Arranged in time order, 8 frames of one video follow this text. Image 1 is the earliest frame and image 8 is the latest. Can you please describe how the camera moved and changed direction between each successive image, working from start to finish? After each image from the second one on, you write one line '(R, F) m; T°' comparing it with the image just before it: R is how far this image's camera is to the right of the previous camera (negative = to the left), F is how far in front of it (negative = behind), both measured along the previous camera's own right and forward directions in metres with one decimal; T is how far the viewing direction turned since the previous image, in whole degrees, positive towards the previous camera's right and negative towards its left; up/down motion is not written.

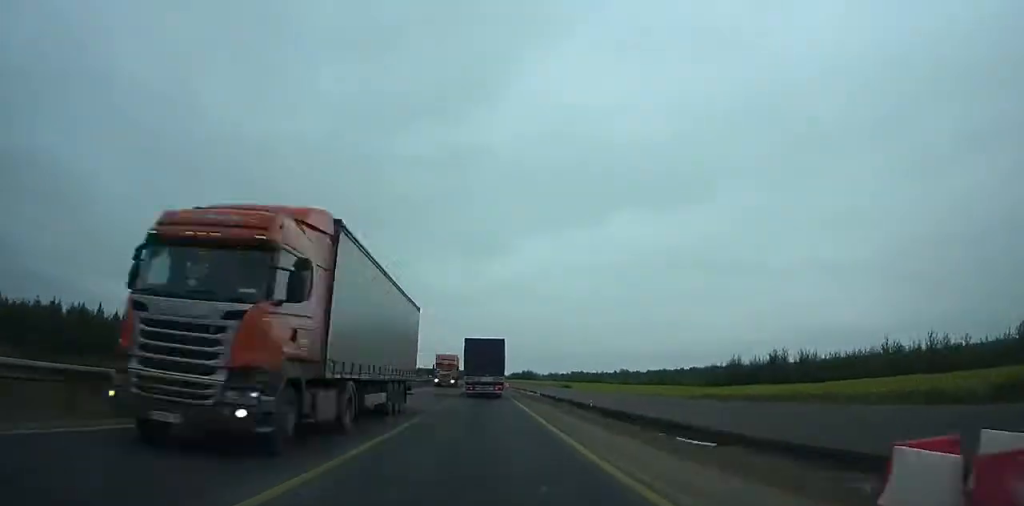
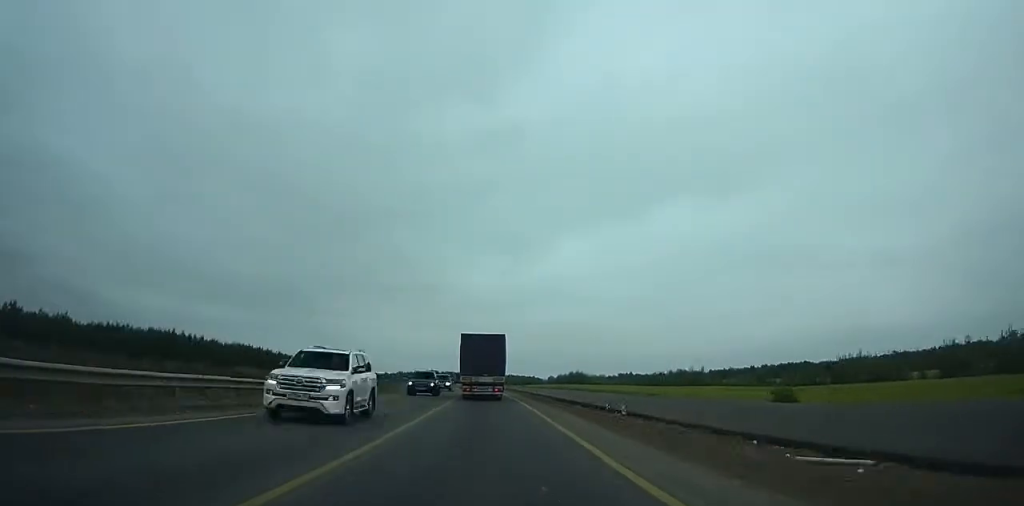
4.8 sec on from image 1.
(-2.9, +105.7) m; -3°
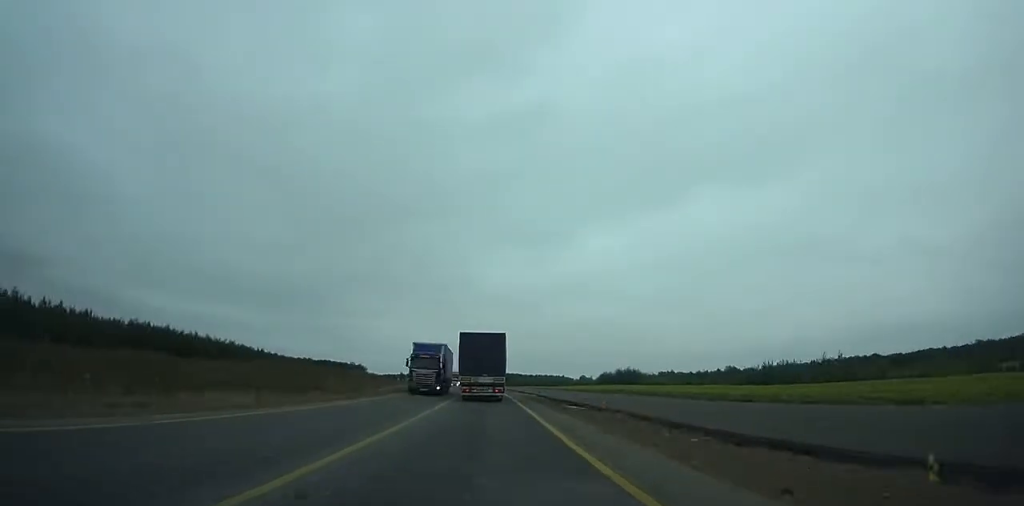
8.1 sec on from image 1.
(-1.4, +71.0) m; -2°
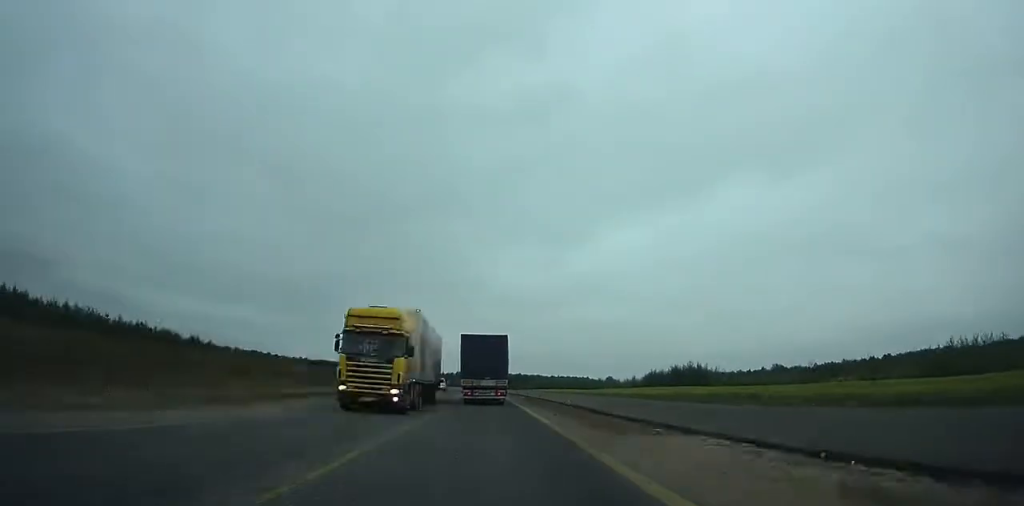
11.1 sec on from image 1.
(-1.2, +63.6) m; -2°
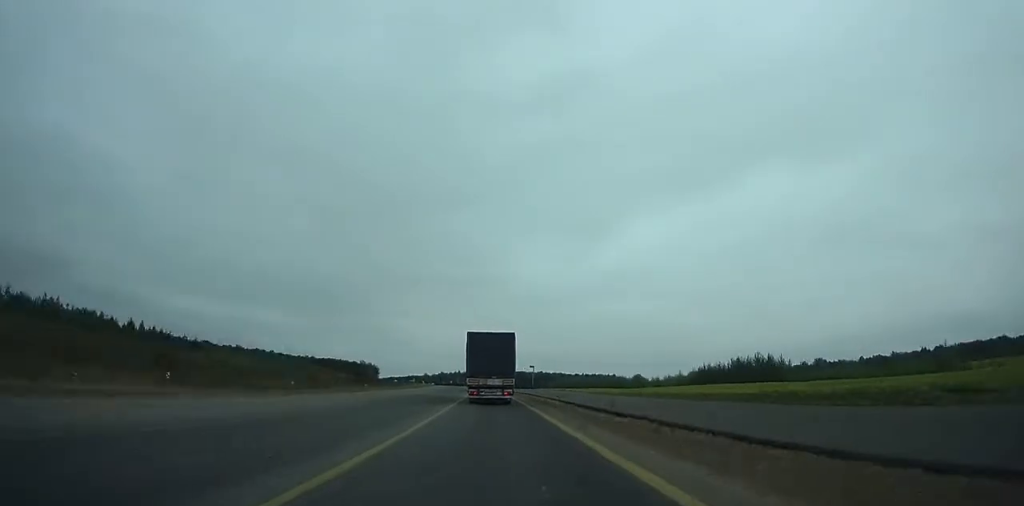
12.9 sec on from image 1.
(-0.3, +37.9) m; -1°
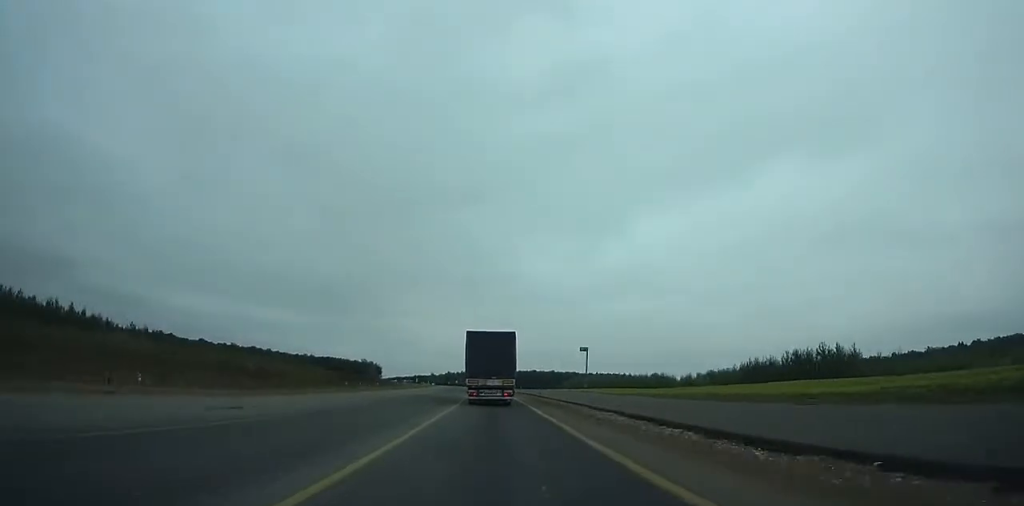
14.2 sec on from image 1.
(-0.4, +27.2) m; -1°
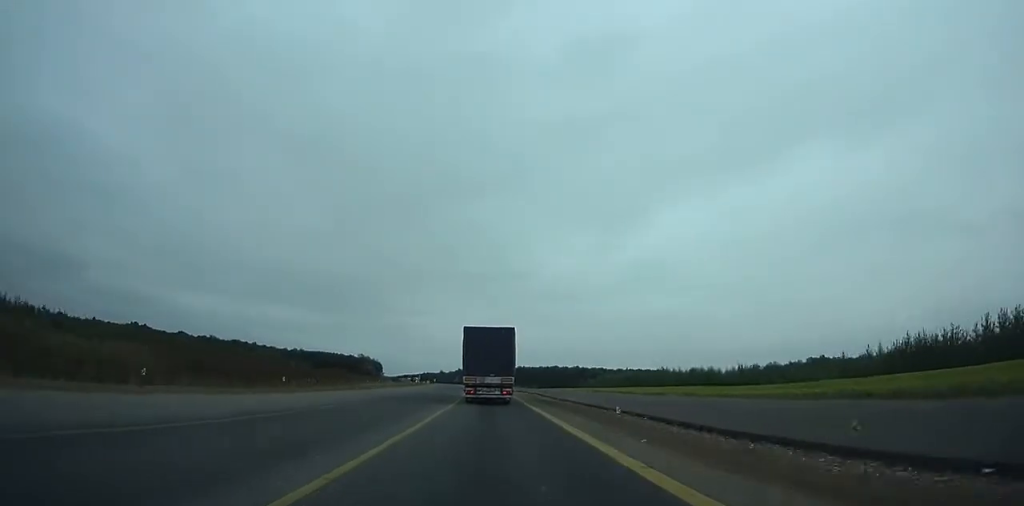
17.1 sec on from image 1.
(-1.0, +60.3) m; -2°
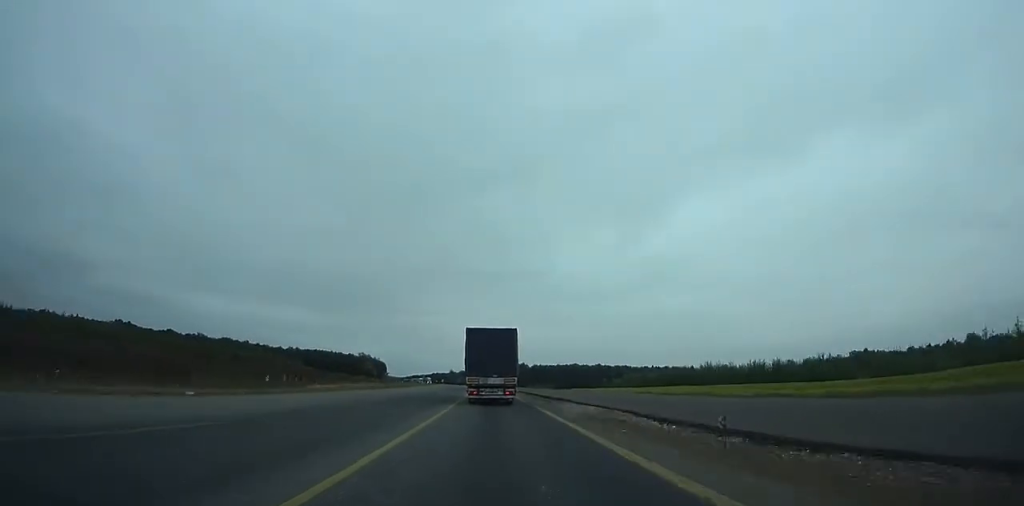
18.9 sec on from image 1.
(-0.1, +37.1) m; -1°
